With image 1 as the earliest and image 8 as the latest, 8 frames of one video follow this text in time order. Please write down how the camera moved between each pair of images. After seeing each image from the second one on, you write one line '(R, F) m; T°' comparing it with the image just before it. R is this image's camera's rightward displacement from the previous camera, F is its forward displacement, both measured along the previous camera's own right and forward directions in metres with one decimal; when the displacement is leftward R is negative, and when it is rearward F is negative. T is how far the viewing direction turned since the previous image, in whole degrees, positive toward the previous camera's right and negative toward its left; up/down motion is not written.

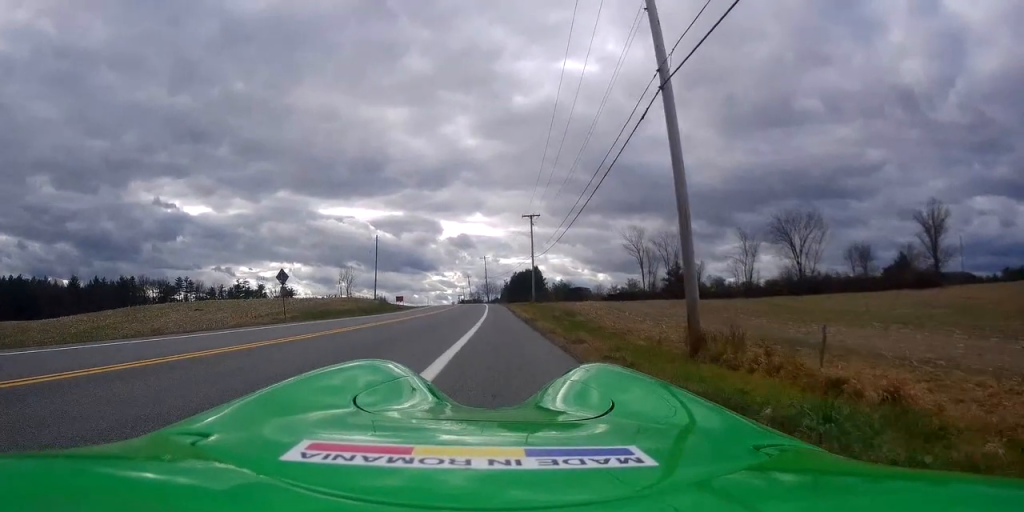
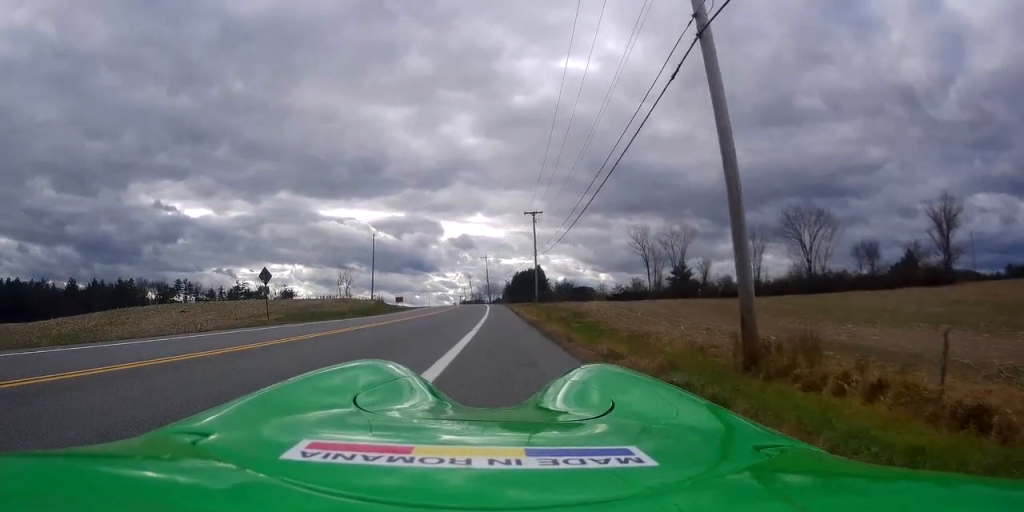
(0.0, +3.0) m; 0°
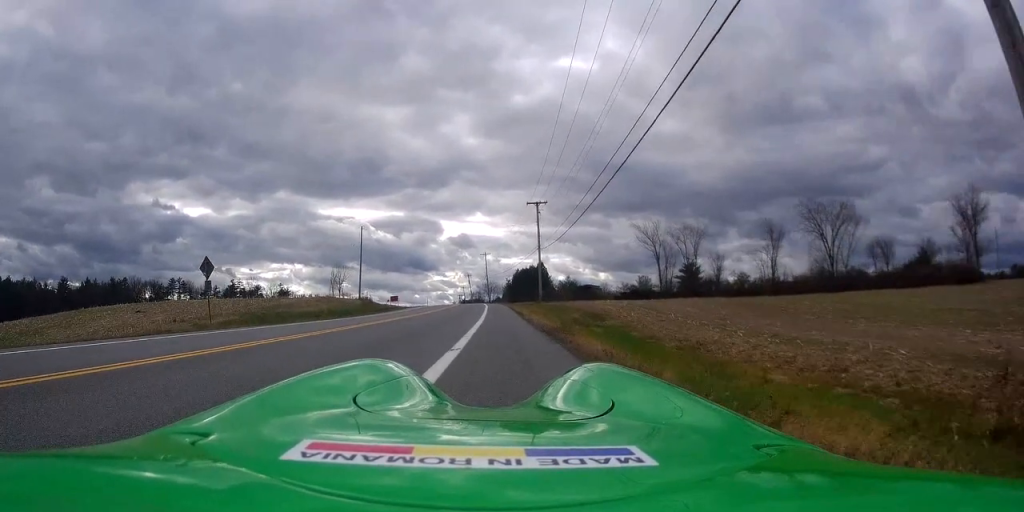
(+0.1, +7.3) m; -2°
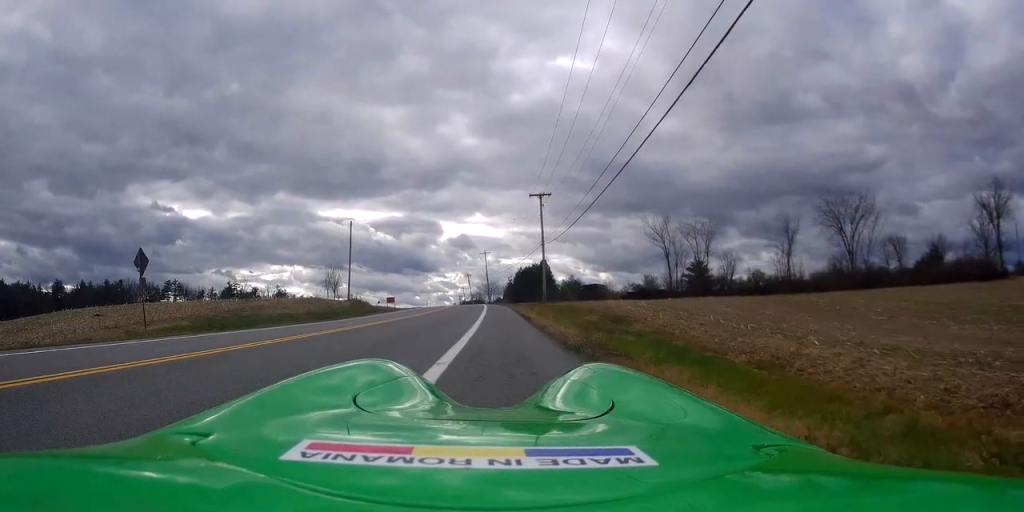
(-0.2, +5.8) m; 0°
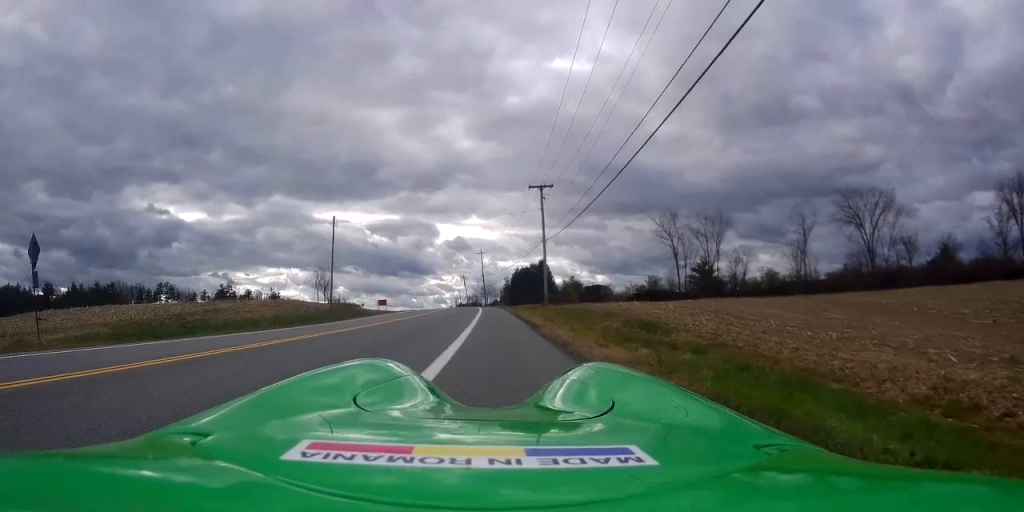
(+0.1, +6.1) m; +3°
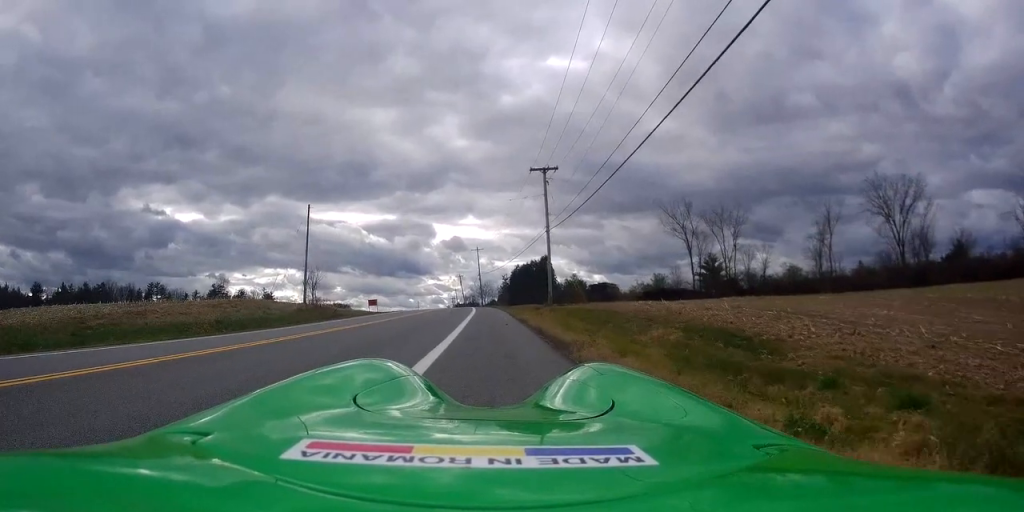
(+0.1, +7.7) m; 0°
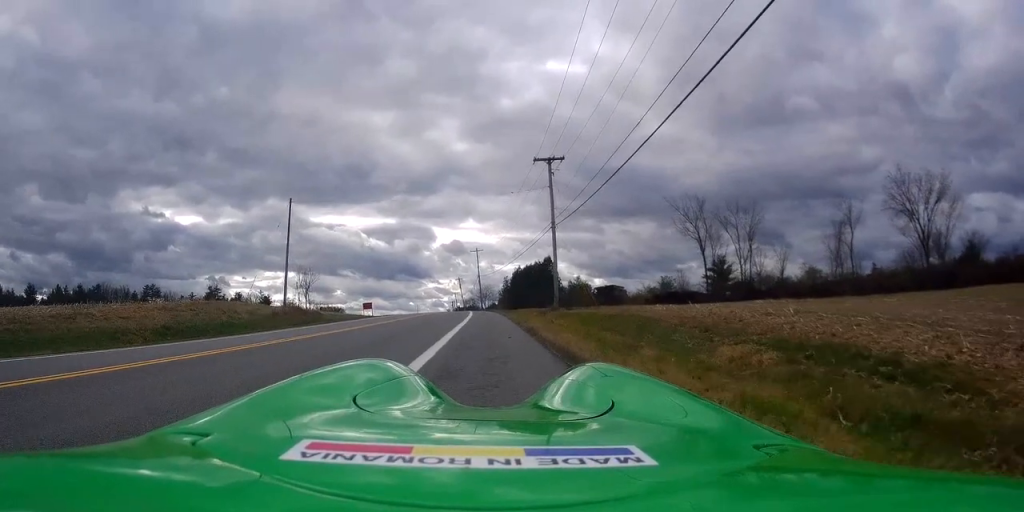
(+0.1, +5.1) m; +1°
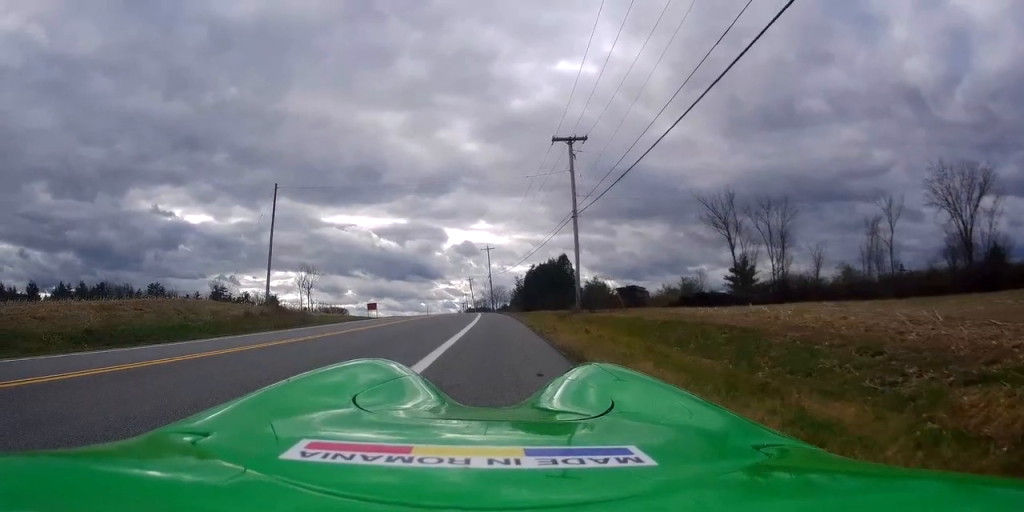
(0.0, +6.2) m; -2°
